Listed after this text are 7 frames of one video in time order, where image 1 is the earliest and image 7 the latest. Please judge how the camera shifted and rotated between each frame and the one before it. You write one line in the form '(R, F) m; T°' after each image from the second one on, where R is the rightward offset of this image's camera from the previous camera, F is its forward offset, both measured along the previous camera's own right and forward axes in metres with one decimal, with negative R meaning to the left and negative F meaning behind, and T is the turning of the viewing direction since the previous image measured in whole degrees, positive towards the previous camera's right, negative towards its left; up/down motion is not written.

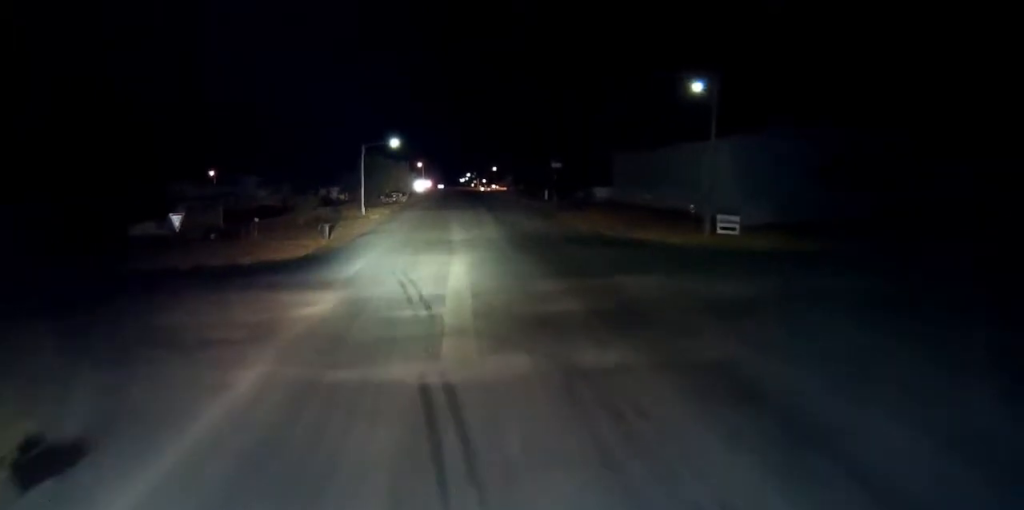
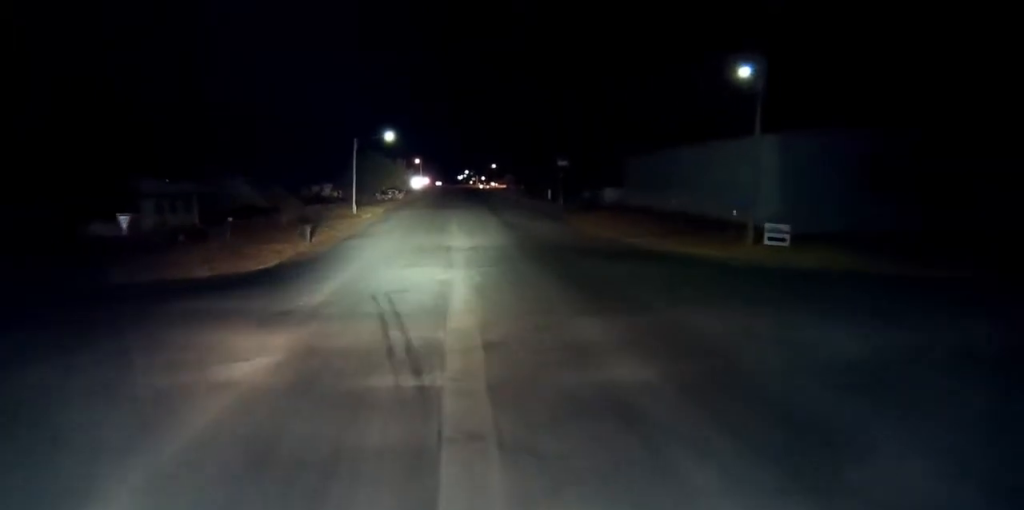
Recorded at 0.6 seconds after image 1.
(0.0, +6.2) m; 0°
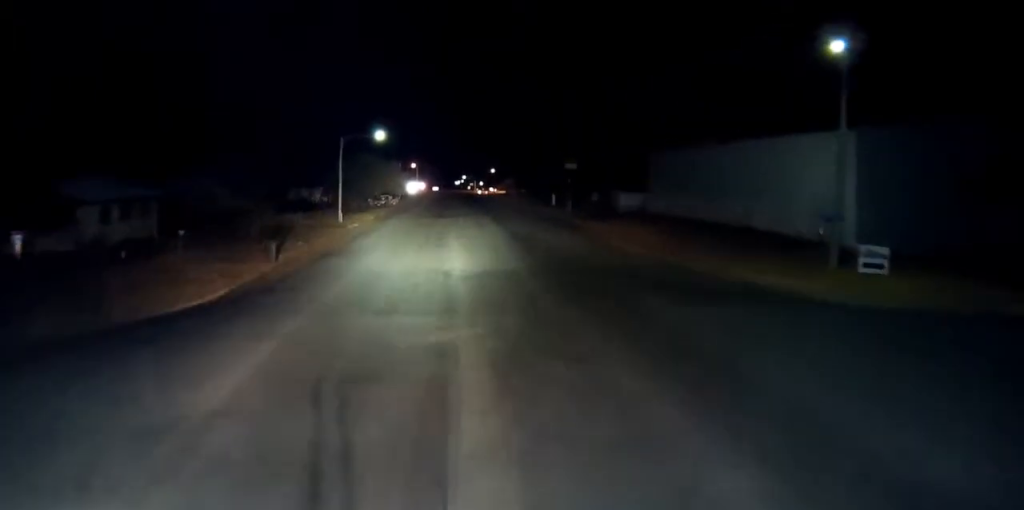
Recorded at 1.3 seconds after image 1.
(0.0, +8.4) m; 0°
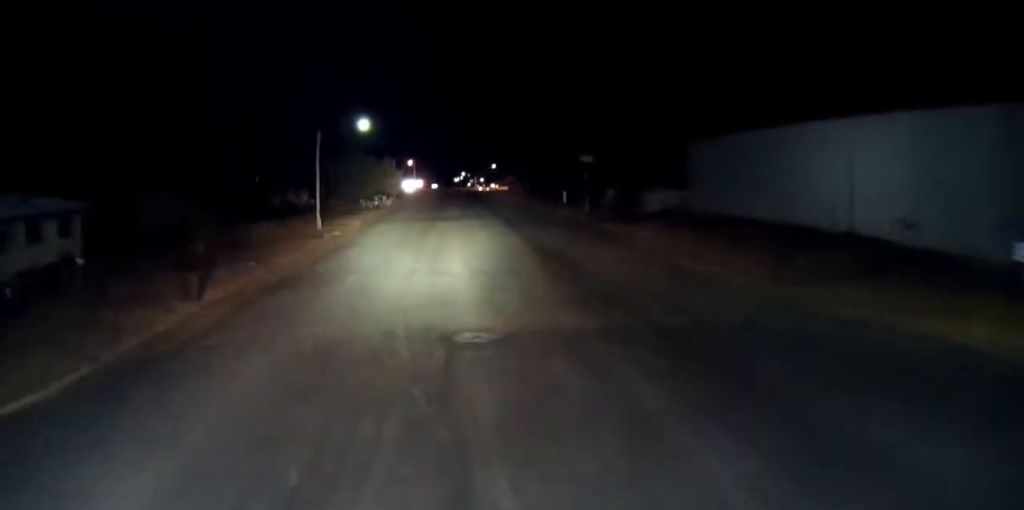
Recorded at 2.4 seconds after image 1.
(0.0, +11.4) m; 0°
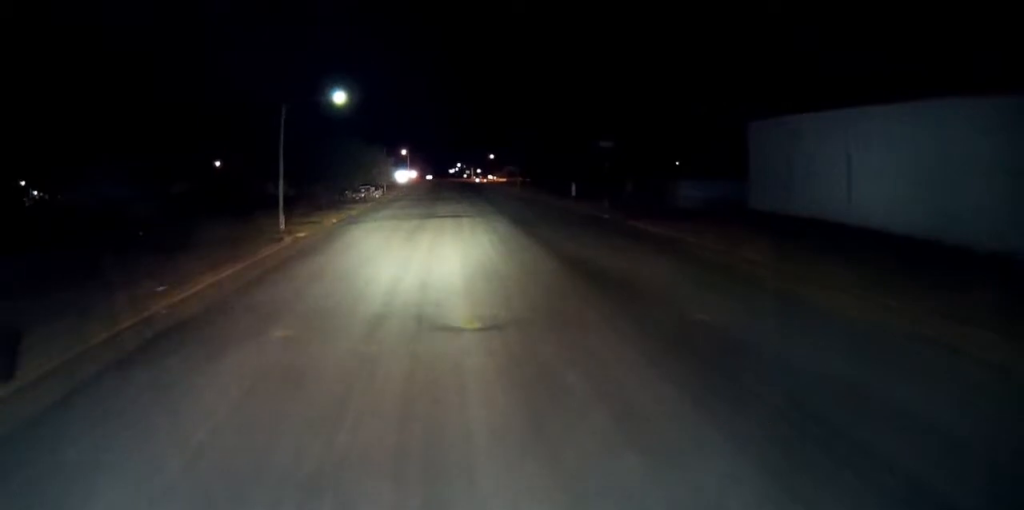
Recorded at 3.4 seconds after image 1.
(0.0, +11.5) m; 0°
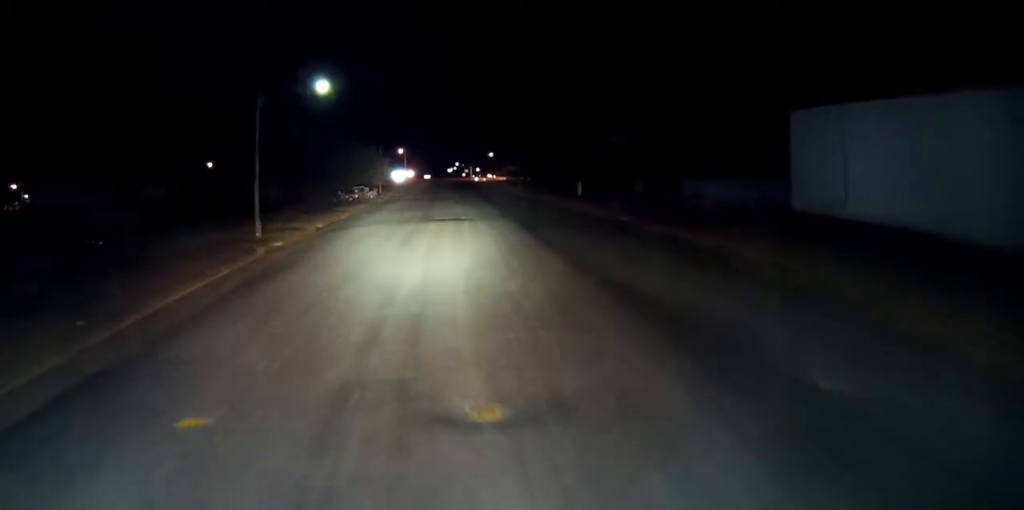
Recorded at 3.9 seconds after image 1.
(0.0, +5.8) m; -1°
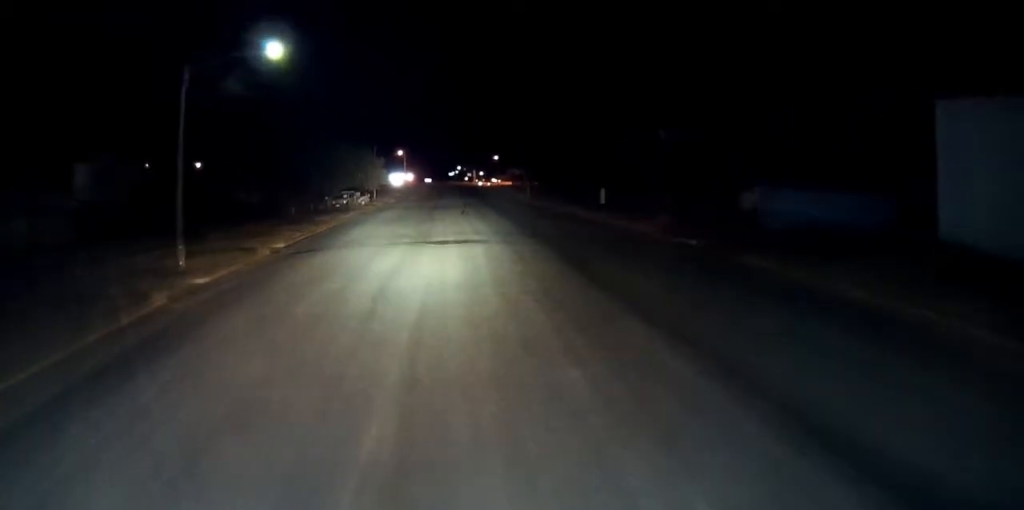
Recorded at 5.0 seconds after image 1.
(-0.1, +12.8) m; -1°
